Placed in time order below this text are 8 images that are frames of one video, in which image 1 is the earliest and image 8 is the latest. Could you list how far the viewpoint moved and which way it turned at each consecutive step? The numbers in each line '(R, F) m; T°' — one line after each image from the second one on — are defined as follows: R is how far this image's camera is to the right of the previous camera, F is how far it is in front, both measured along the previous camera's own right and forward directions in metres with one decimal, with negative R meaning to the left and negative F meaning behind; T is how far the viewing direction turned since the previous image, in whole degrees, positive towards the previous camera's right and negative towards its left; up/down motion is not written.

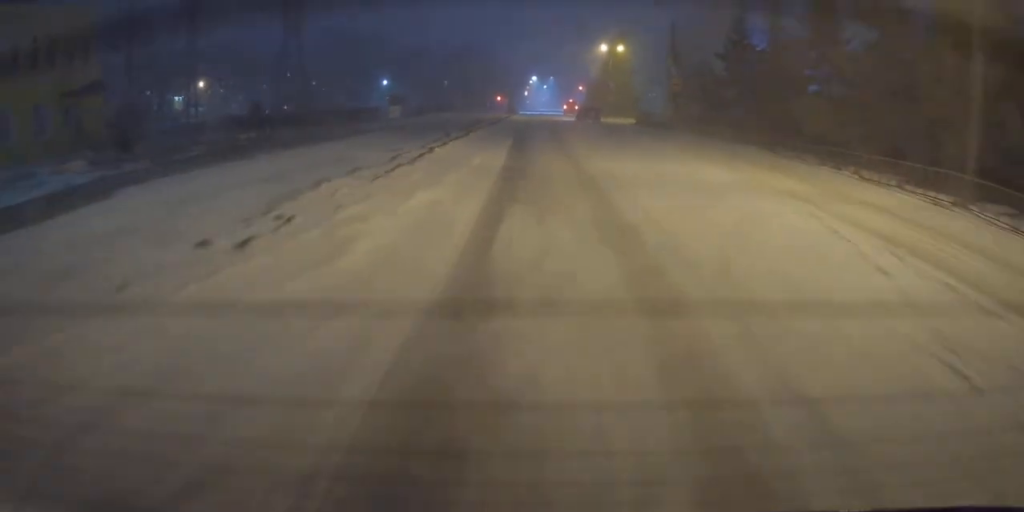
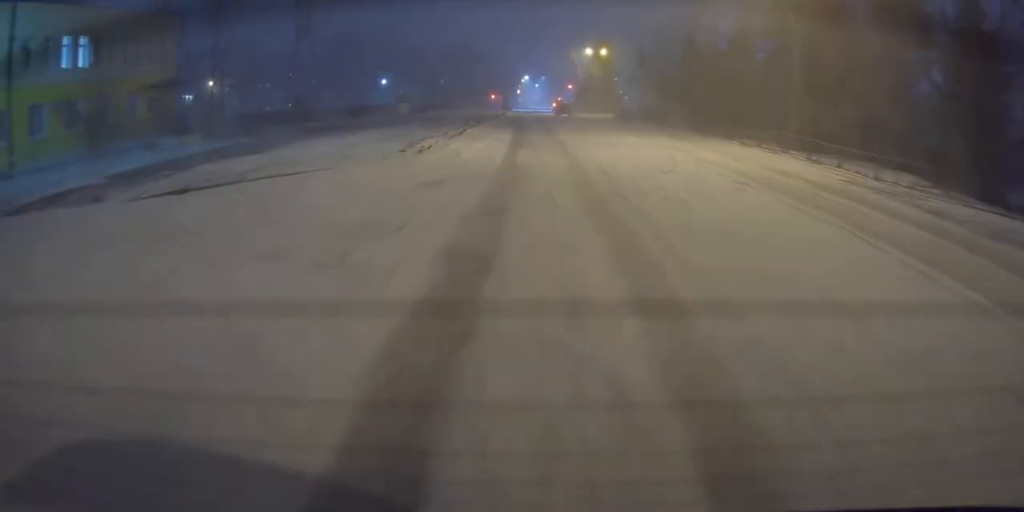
(-0.2, +8.6) m; 0°
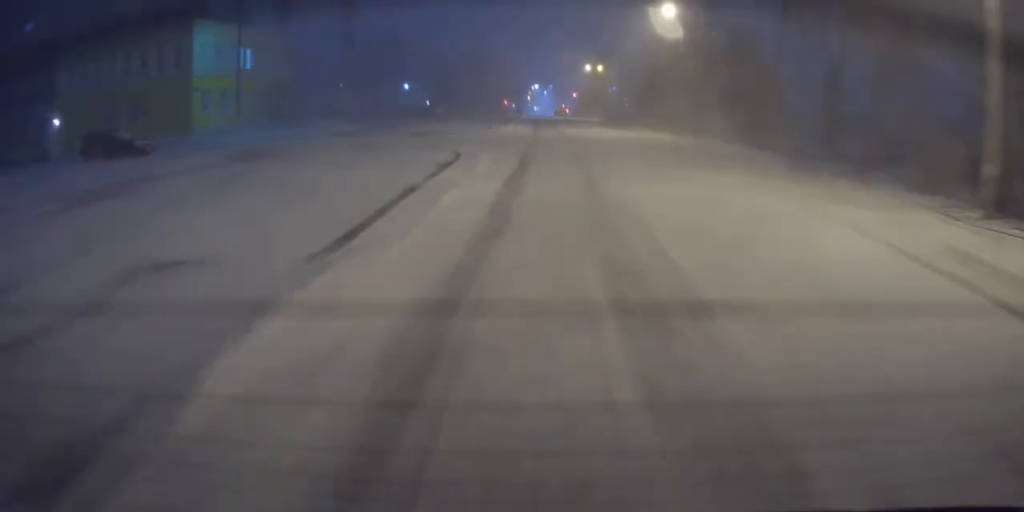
(0.0, +19.2) m; -1°
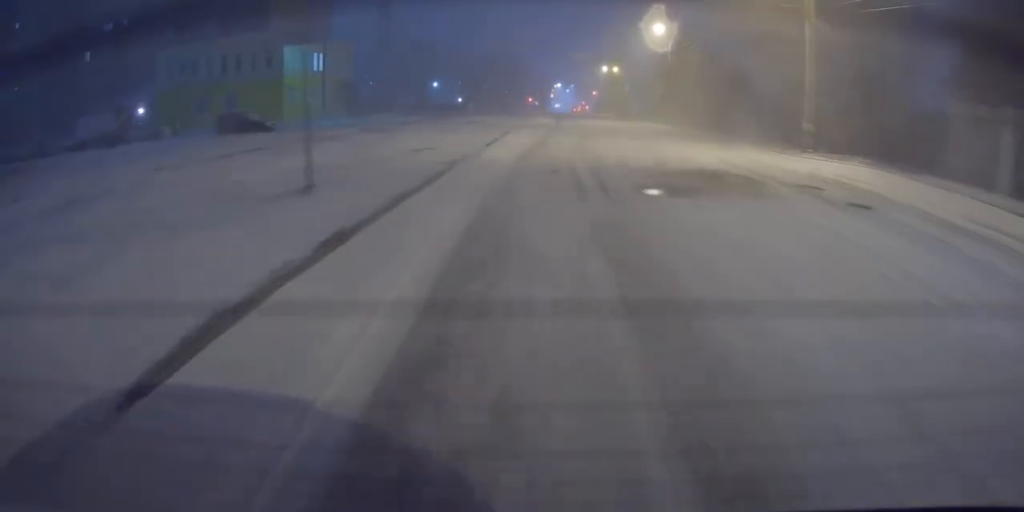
(0.0, +11.5) m; 0°
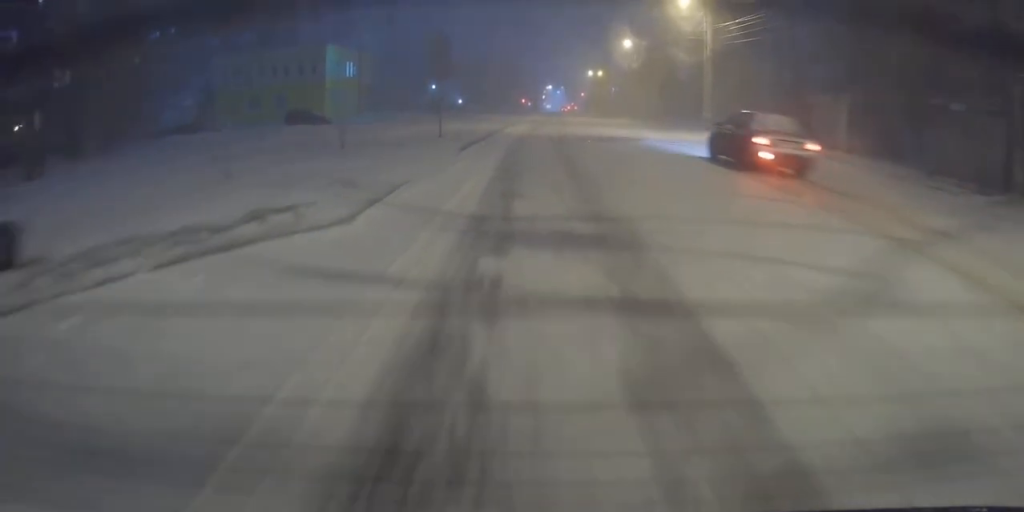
(-0.3, +13.1) m; -1°
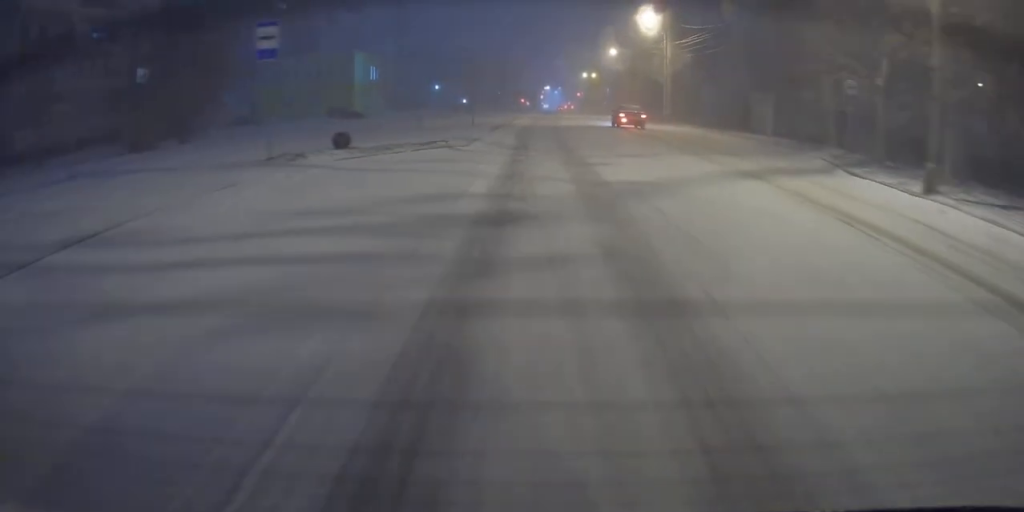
(+0.3, +10.6) m; 0°
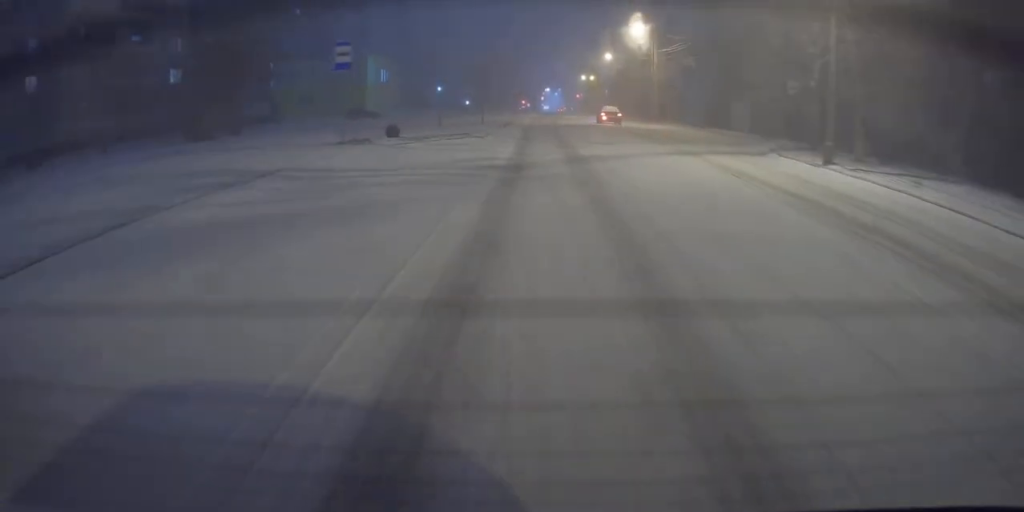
(-0.2, +5.3) m; -1°
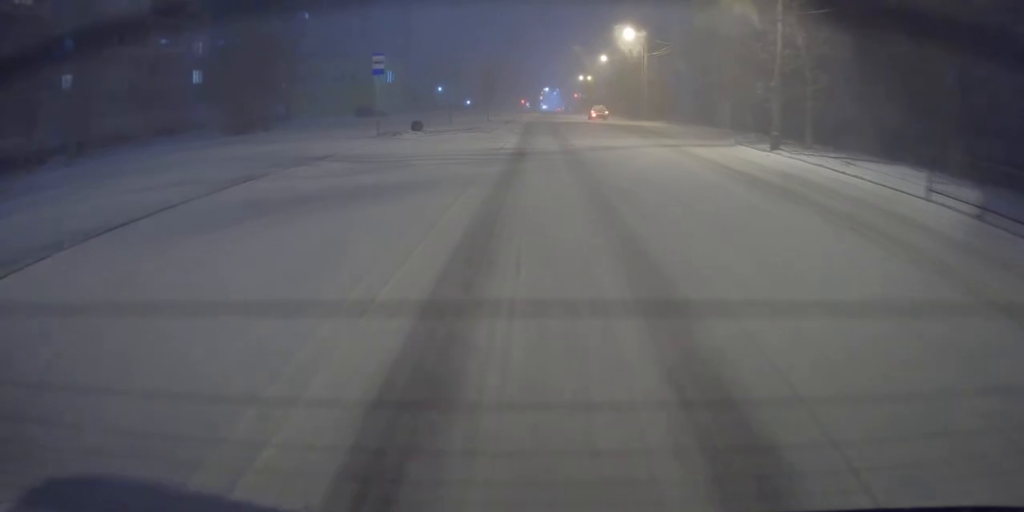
(-0.1, +4.3) m; -1°
